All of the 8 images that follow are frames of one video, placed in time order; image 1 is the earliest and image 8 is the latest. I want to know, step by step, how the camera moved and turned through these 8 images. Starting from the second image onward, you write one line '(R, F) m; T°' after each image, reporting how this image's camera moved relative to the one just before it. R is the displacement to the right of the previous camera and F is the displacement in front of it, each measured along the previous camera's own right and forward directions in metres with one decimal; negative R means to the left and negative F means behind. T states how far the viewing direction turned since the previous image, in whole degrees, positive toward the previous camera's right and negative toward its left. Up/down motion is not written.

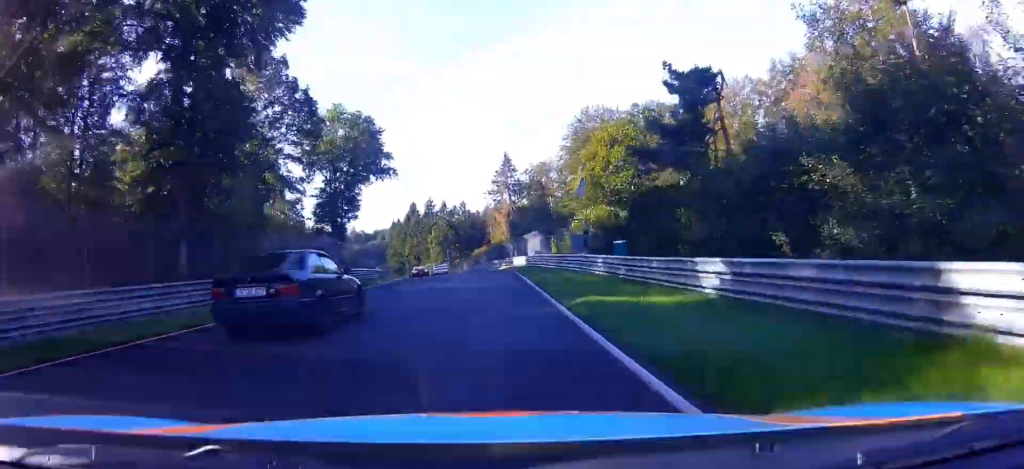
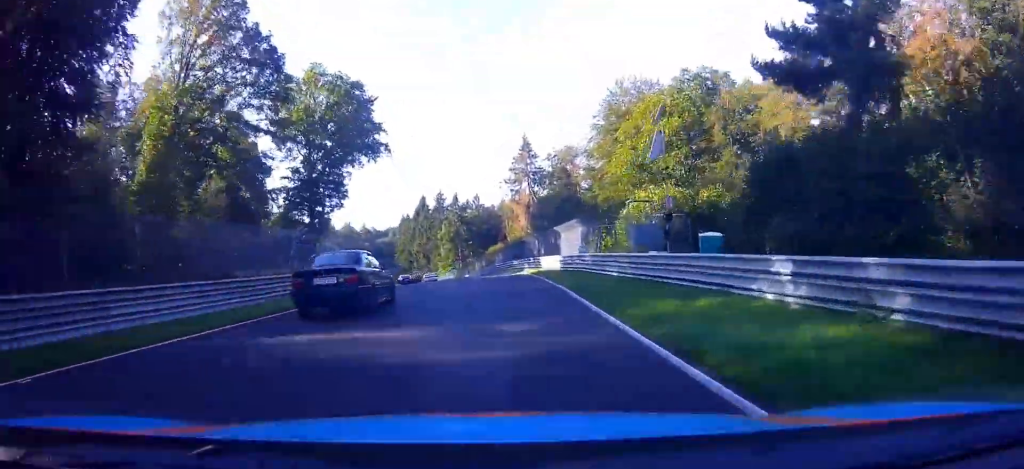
(-0.3, +13.5) m; -4°
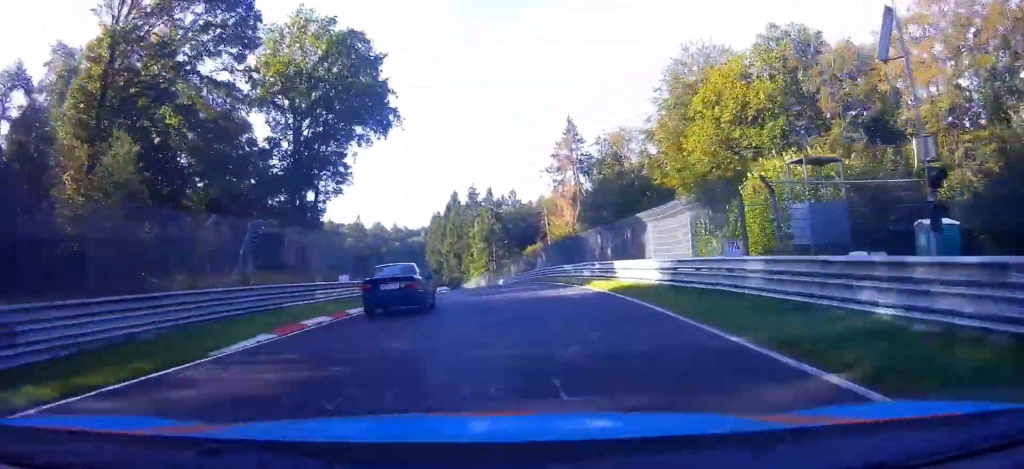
(-0.6, +13.1) m; -2°
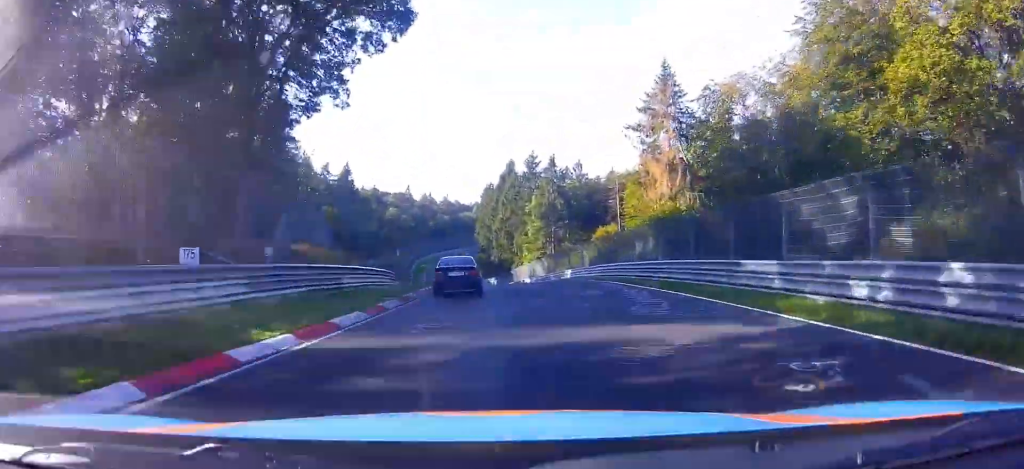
(-0.5, +19.4) m; -3°
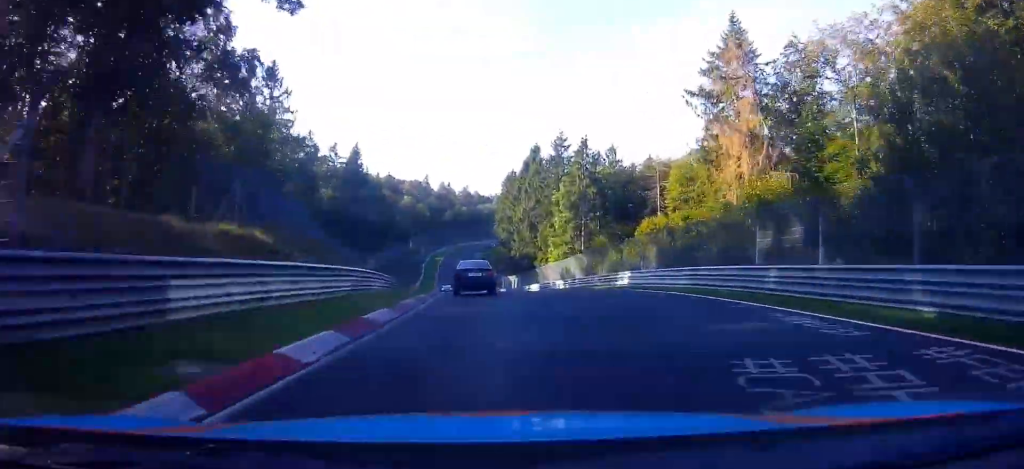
(-0.3, +12.5) m; -2°
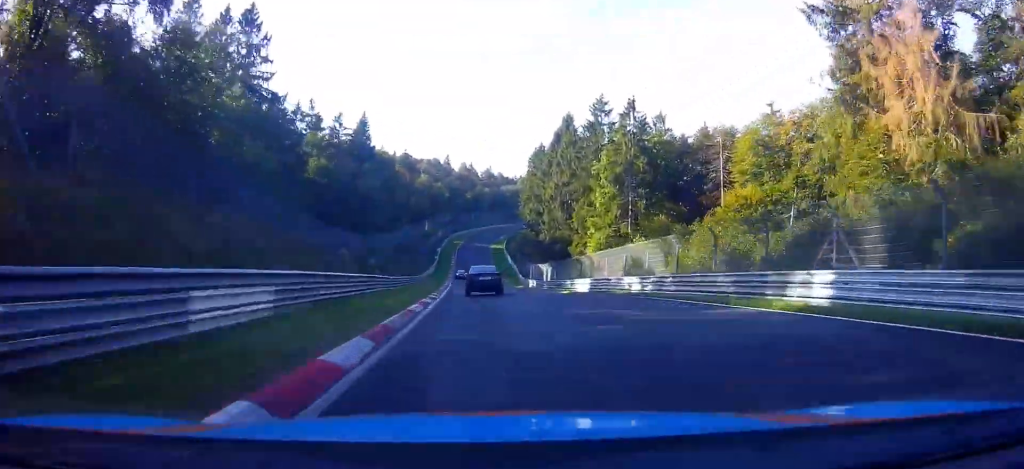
(0.0, +15.7) m; -2°
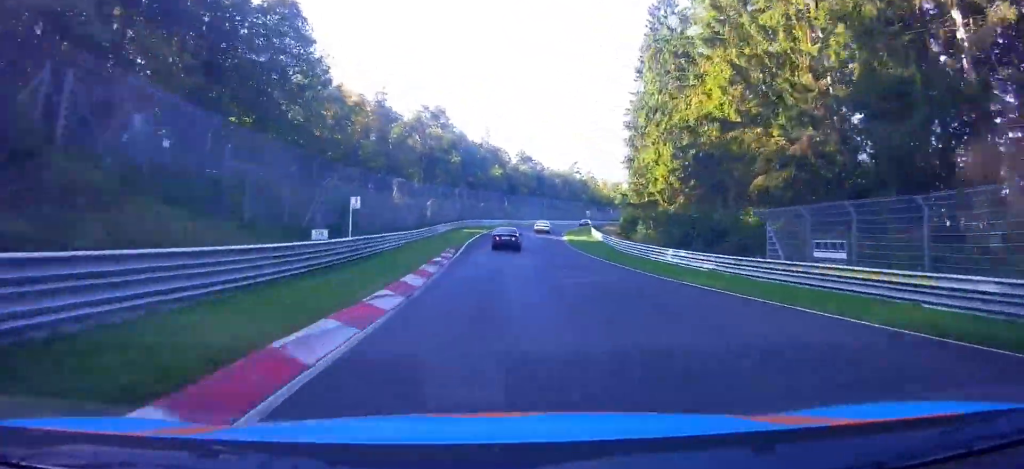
(-9.5, +80.0) m; -11°
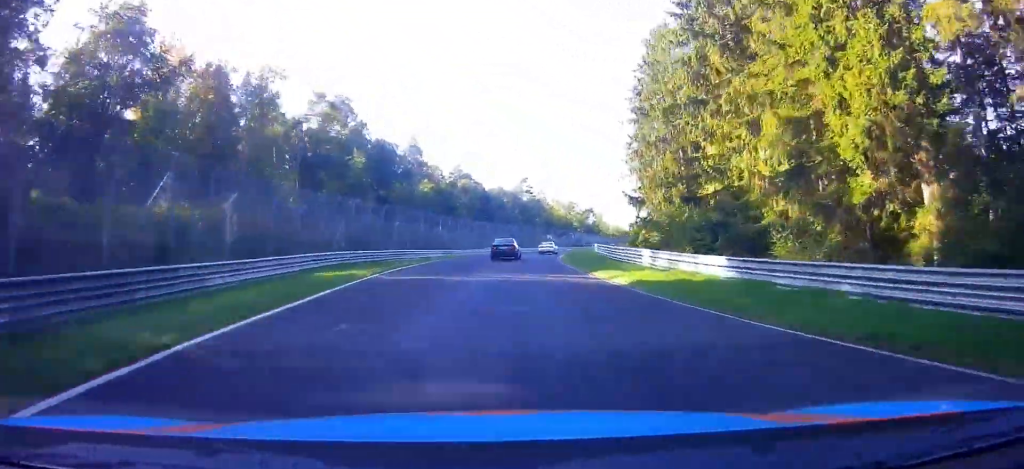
(-0.4, +36.4) m; +1°
